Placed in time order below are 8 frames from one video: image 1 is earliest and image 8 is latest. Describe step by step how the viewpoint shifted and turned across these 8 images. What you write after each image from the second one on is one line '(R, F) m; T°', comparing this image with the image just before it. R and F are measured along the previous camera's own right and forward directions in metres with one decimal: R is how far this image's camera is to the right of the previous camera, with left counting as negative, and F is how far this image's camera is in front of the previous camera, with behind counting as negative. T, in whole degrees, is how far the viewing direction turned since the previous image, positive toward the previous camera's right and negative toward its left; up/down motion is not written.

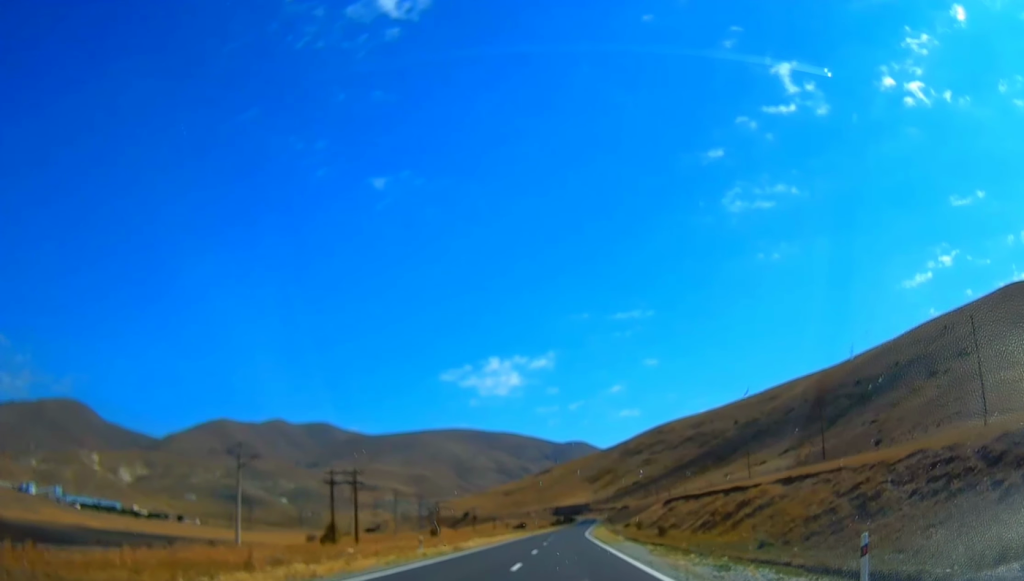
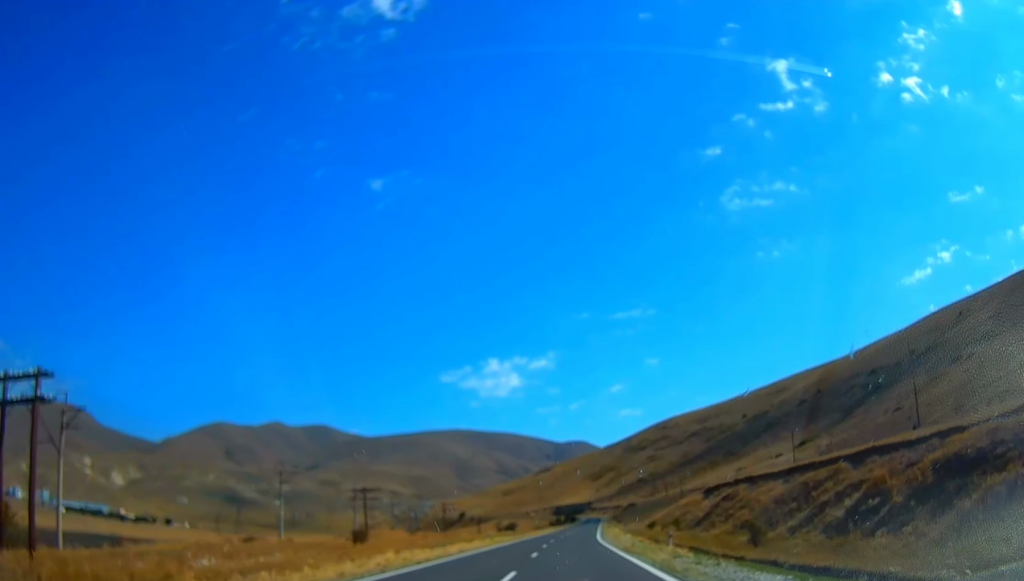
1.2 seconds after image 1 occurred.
(+0.4, +27.7) m; -1°
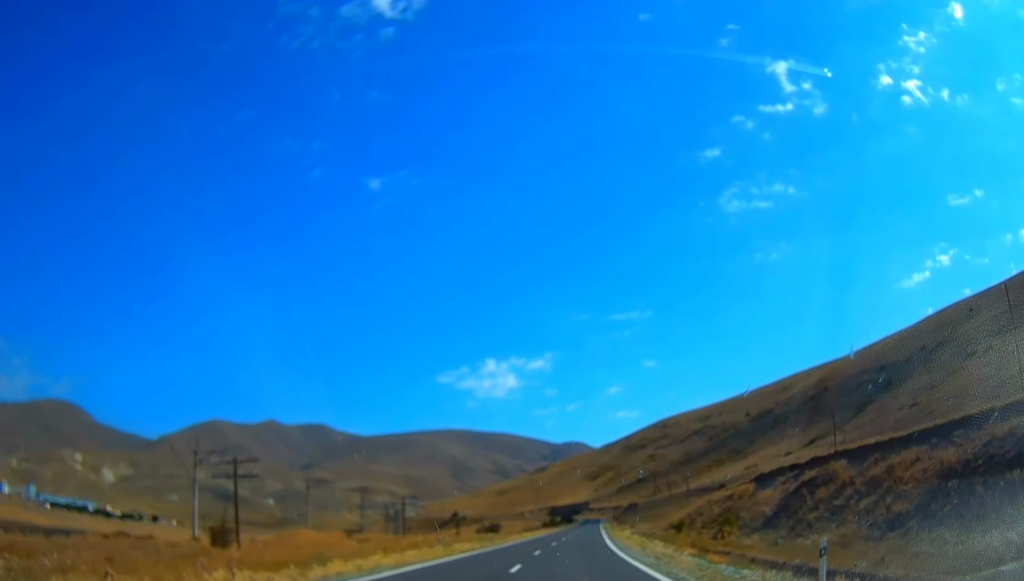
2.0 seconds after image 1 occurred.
(-0.6, +19.0) m; 0°
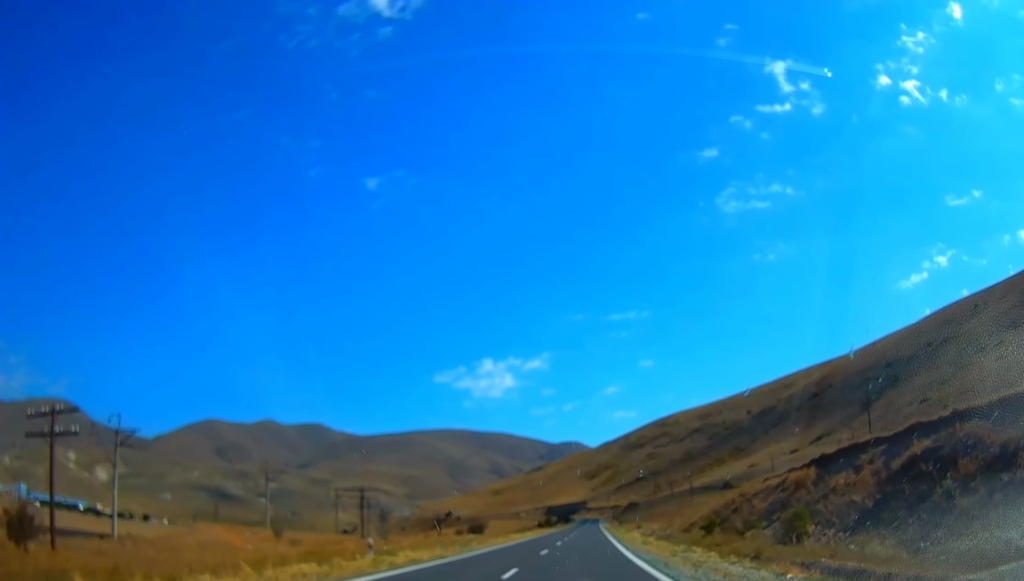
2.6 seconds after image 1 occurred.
(0.0, +12.5) m; +1°
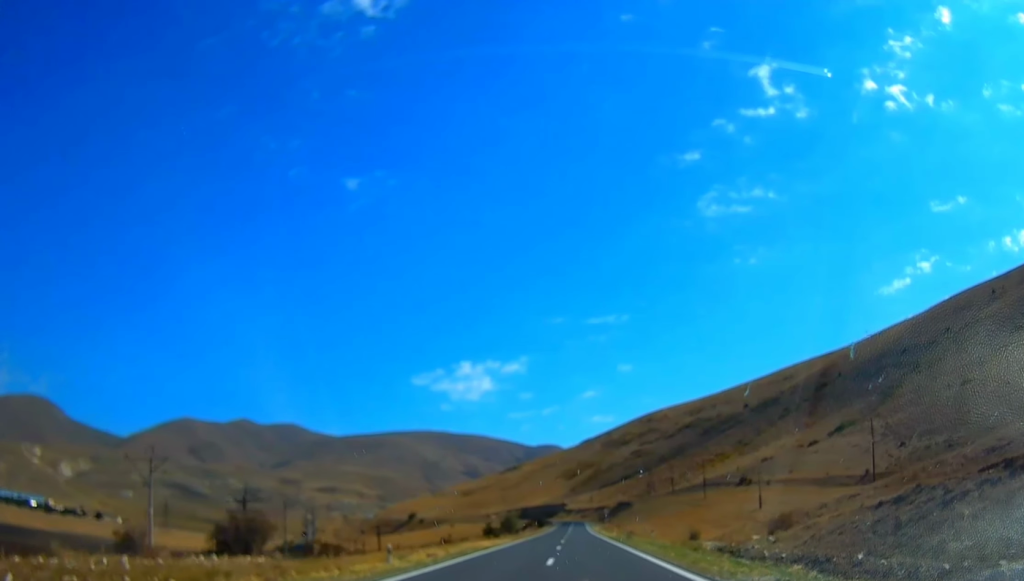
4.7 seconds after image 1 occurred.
(+1.5, +50.5) m; +2°
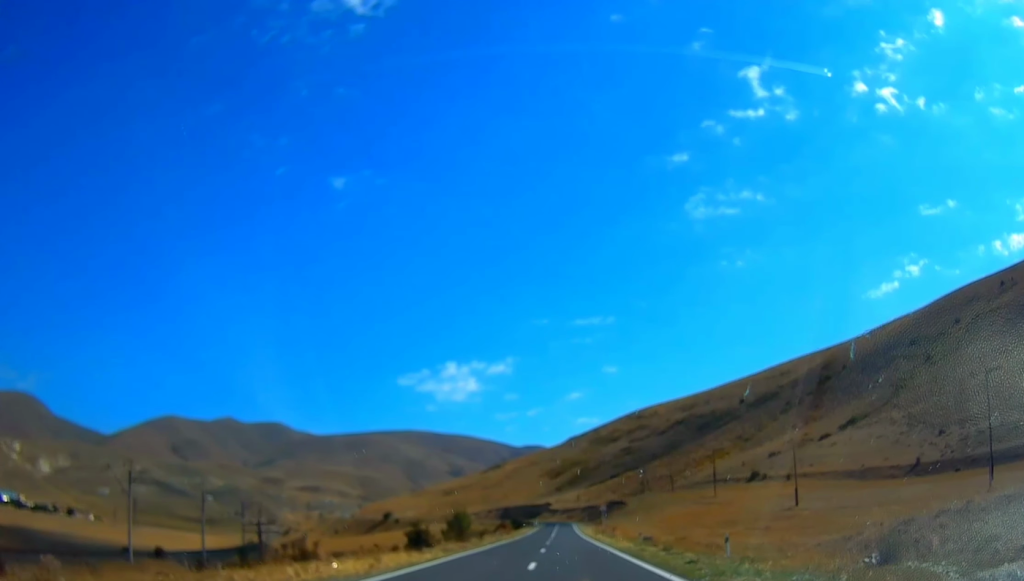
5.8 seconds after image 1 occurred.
(0.0, +26.7) m; +1°
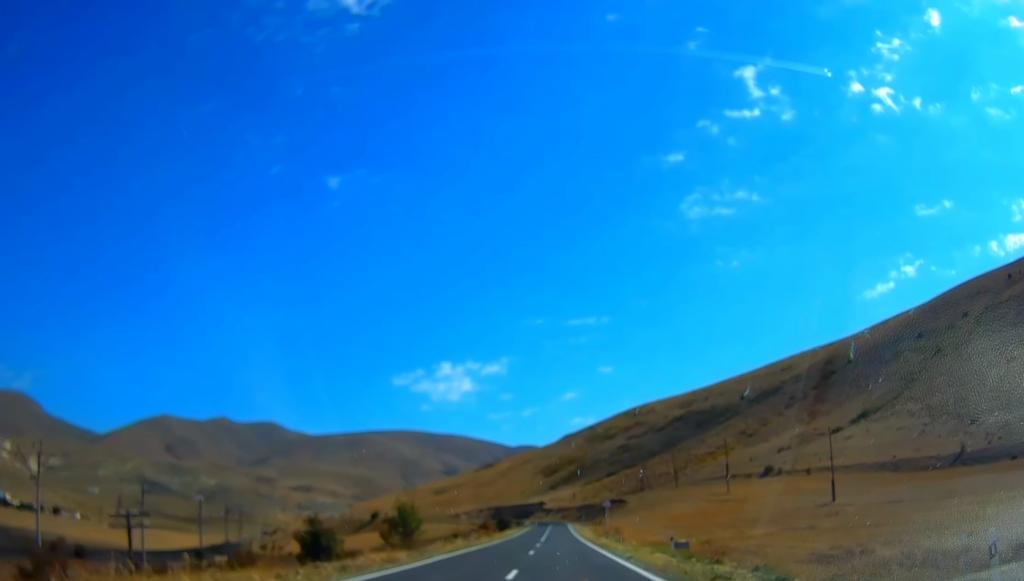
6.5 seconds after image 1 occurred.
(0.0, +15.7) m; +1°
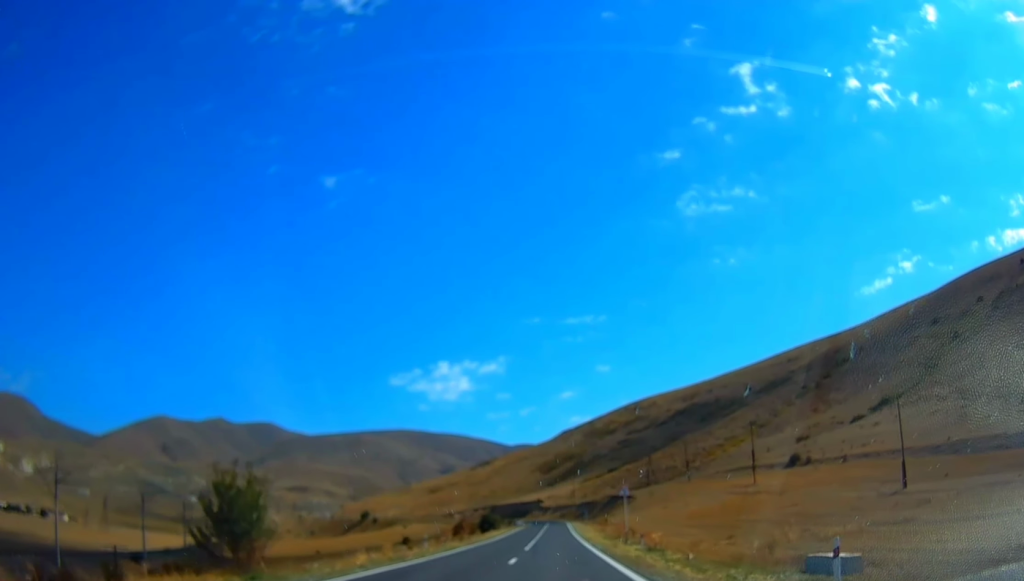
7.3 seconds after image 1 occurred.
(+0.2, +18.7) m; +1°
